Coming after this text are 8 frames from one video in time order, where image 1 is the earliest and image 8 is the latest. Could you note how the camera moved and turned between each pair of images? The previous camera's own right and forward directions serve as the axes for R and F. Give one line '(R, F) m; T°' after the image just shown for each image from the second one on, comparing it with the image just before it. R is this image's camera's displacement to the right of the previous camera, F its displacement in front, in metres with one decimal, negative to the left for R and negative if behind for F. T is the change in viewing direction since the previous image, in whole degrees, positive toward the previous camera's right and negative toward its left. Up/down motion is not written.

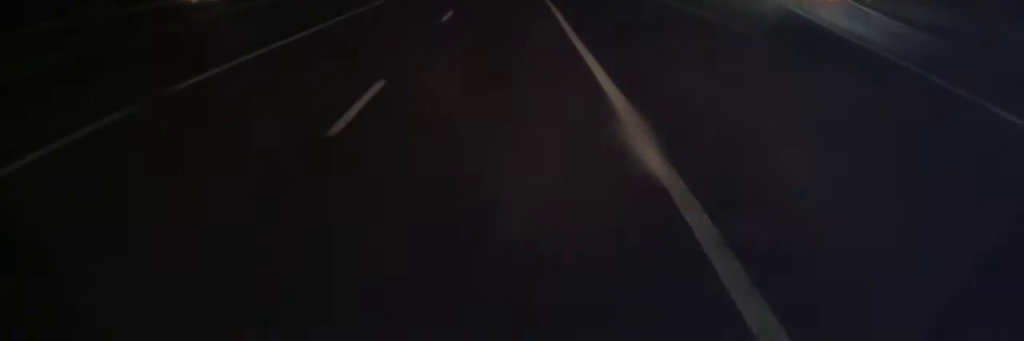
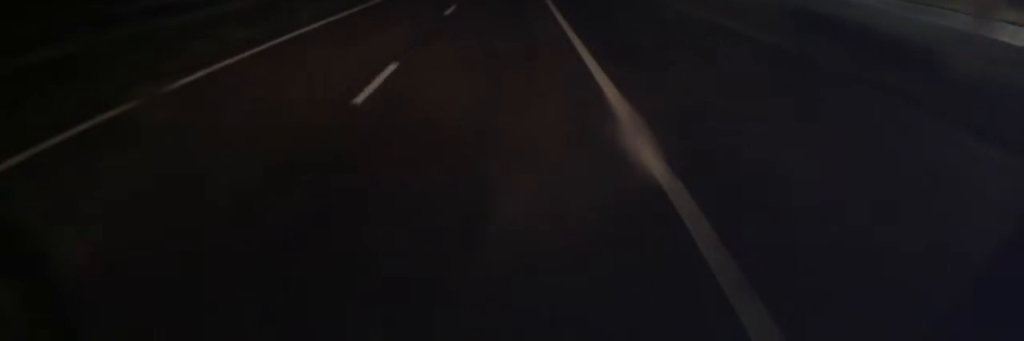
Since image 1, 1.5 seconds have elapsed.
(+0.3, +34.9) m; 0°
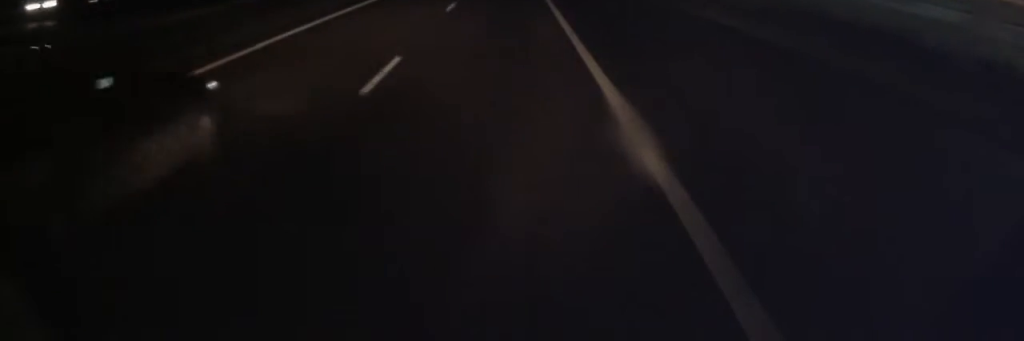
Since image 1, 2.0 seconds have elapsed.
(-0.2, +11.7) m; -1°
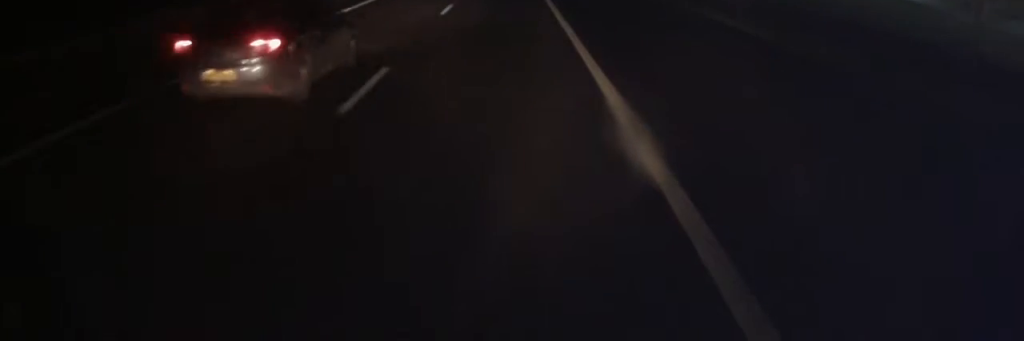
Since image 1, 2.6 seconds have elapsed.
(-0.1, +13.3) m; -1°
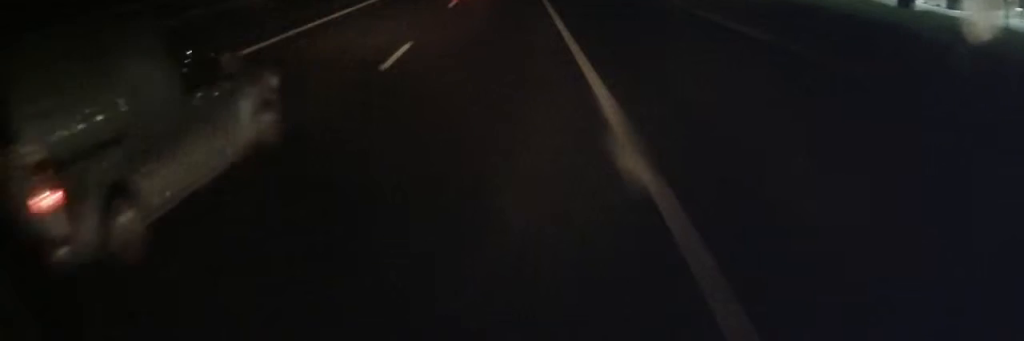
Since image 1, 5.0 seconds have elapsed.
(+0.8, +58.7) m; 0°
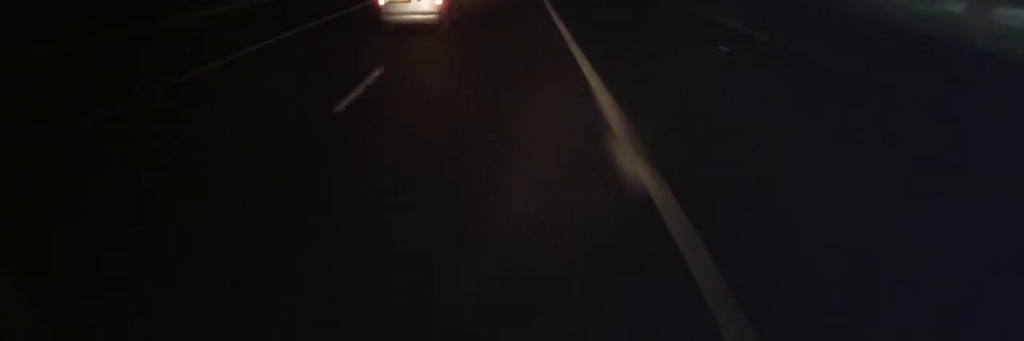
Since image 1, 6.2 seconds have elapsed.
(-0.2, +28.6) m; 0°
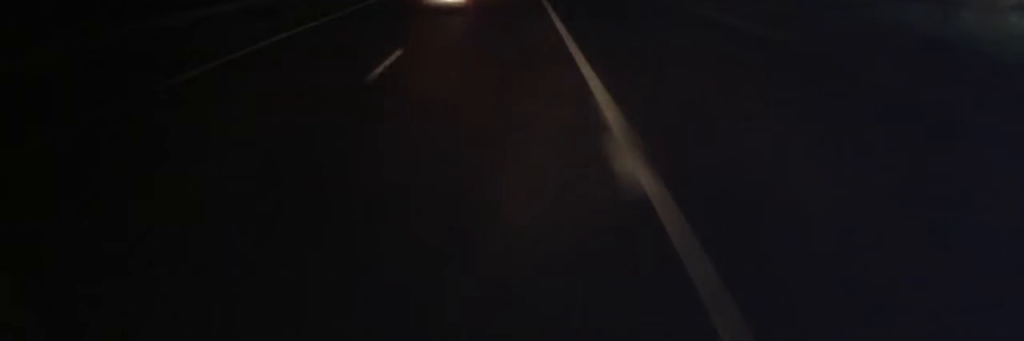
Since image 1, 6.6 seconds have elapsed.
(0.0, +10.8) m; 0°
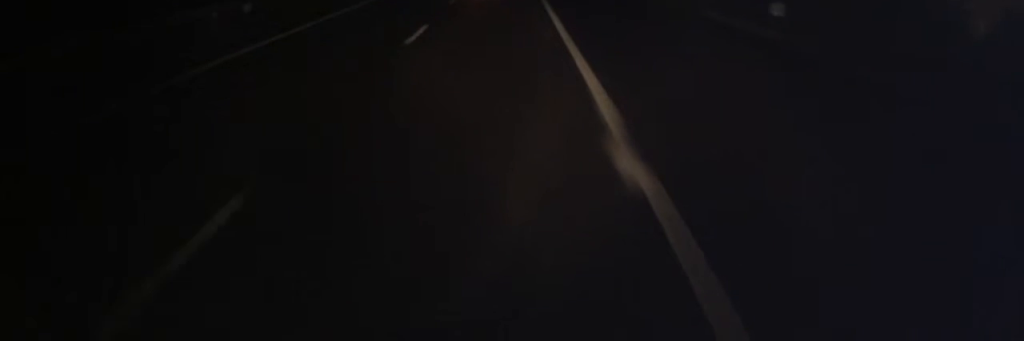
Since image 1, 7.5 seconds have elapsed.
(+0.1, +22.0) m; 0°
